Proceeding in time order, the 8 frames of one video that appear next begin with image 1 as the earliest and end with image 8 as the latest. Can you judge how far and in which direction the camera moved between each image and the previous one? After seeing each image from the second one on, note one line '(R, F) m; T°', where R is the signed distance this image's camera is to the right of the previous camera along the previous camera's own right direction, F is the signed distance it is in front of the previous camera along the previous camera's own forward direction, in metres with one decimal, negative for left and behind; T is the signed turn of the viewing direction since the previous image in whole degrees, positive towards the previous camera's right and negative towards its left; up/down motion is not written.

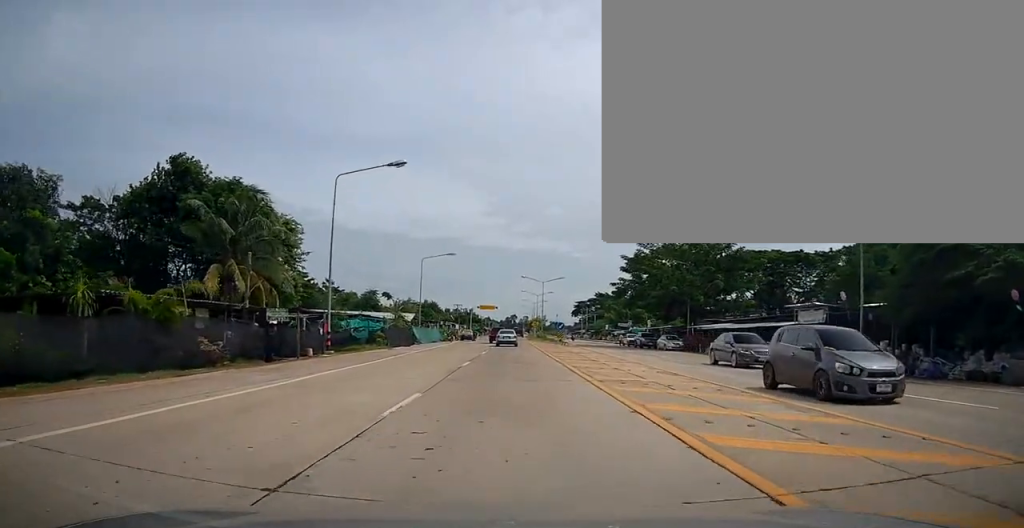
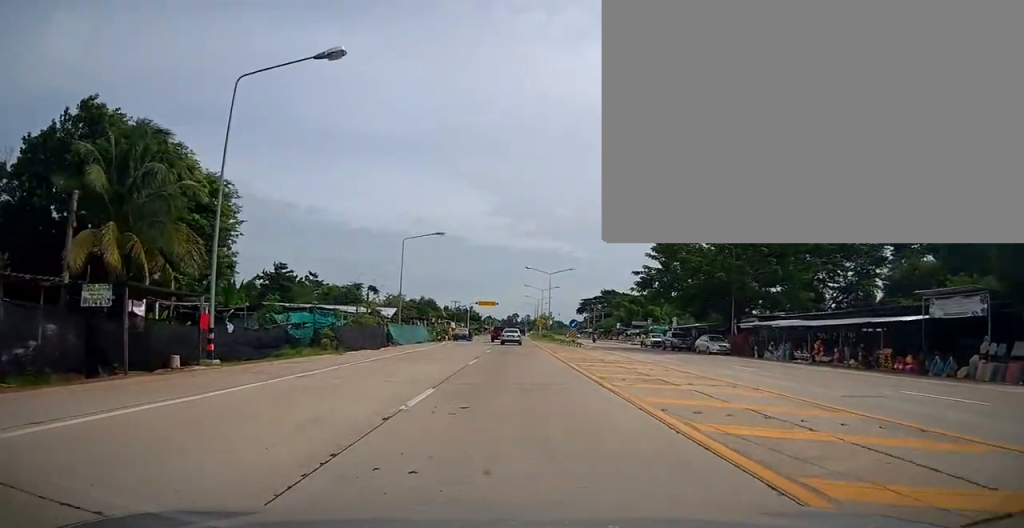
(0.0, +11.2) m; 0°
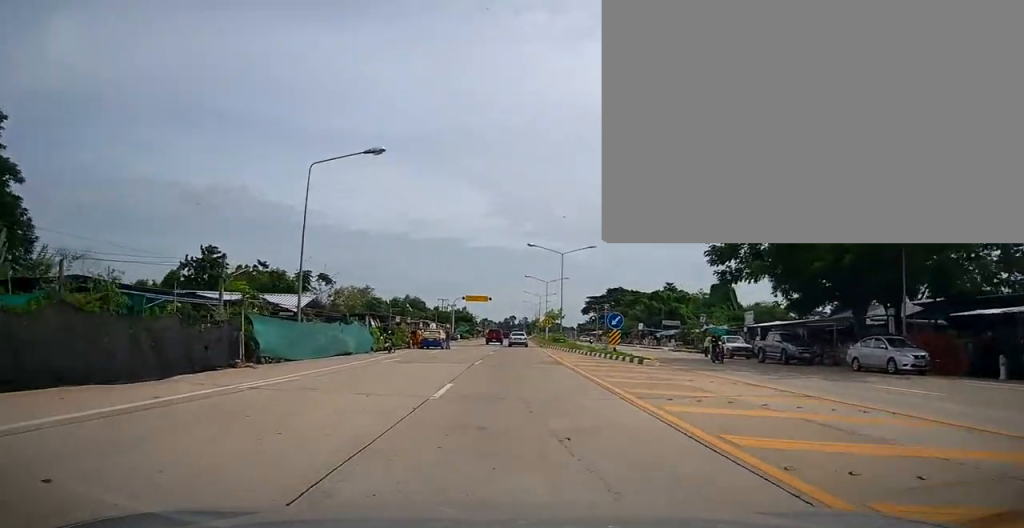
(0.0, +21.8) m; 0°
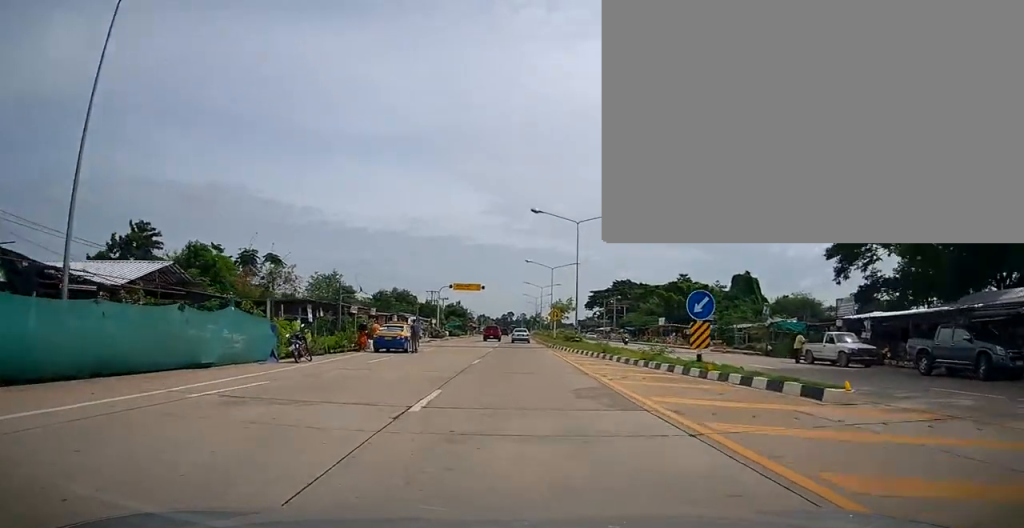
(0.0, +14.2) m; +4°
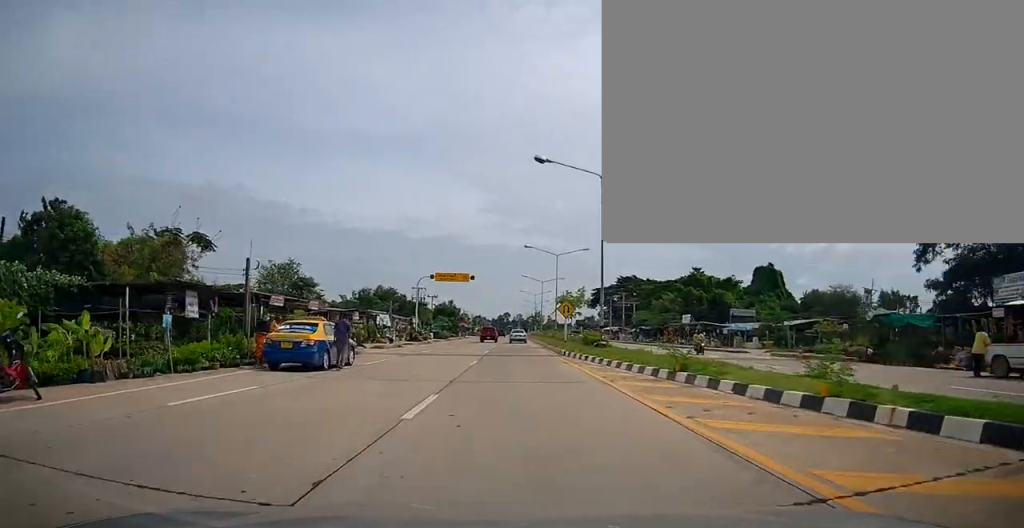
(+0.8, +12.6) m; 0°
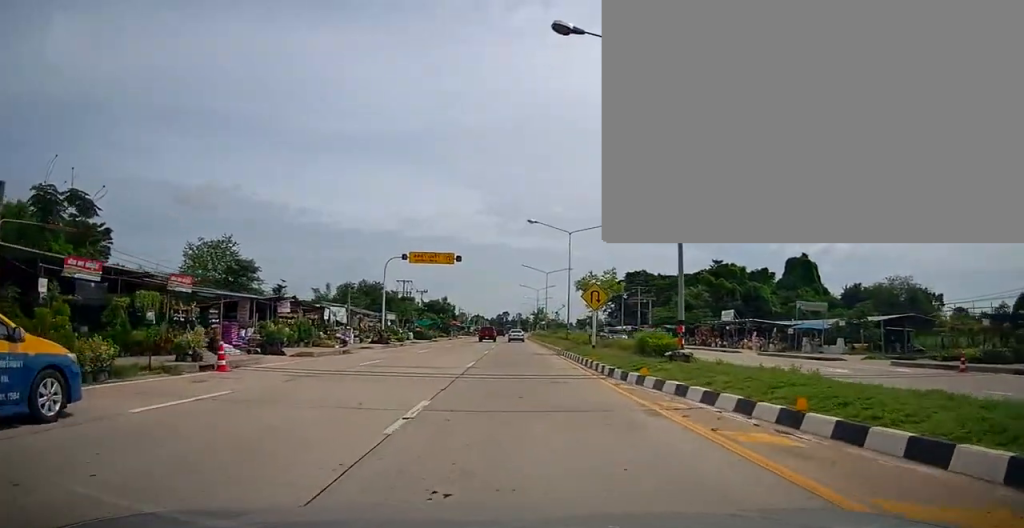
(-0.8, +13.3) m; -4°
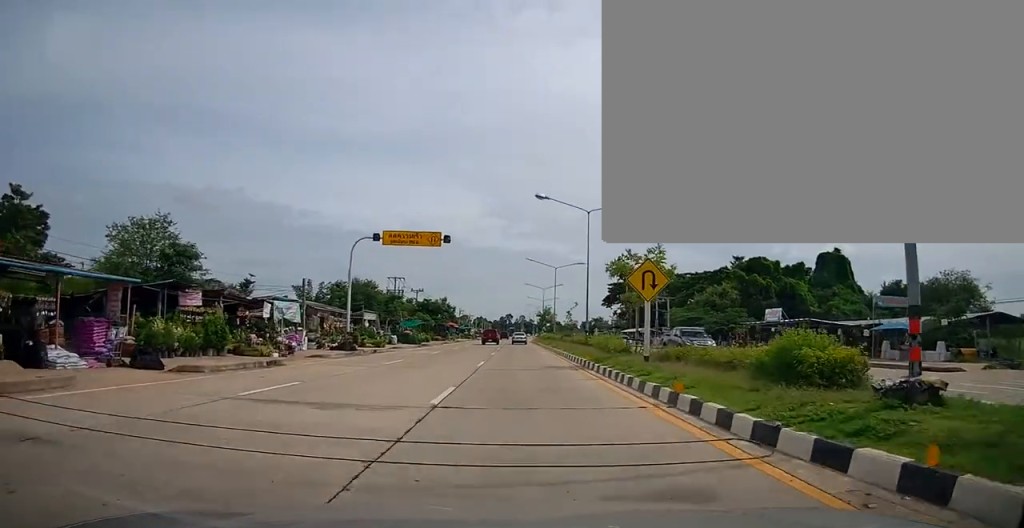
(0.0, +9.2) m; 0°
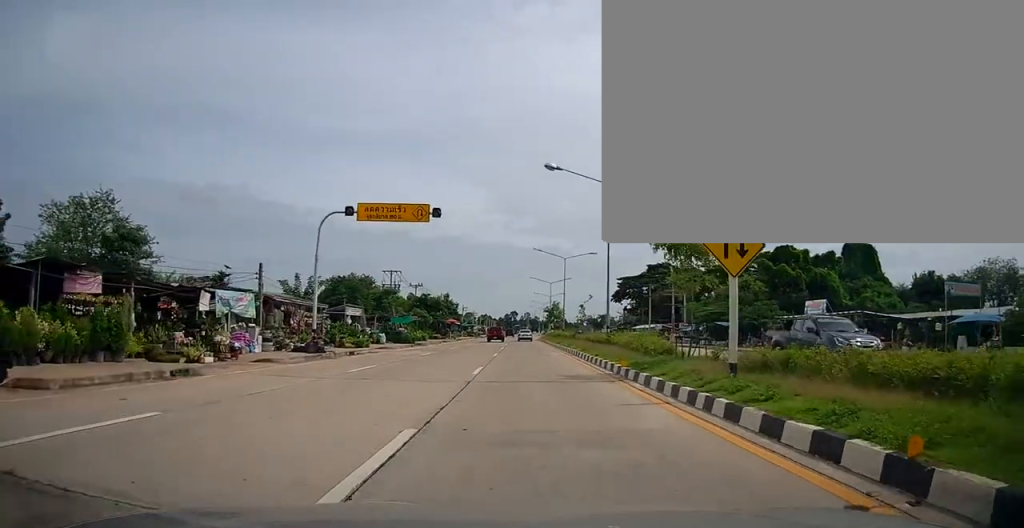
(0.0, +6.0) m; 0°
